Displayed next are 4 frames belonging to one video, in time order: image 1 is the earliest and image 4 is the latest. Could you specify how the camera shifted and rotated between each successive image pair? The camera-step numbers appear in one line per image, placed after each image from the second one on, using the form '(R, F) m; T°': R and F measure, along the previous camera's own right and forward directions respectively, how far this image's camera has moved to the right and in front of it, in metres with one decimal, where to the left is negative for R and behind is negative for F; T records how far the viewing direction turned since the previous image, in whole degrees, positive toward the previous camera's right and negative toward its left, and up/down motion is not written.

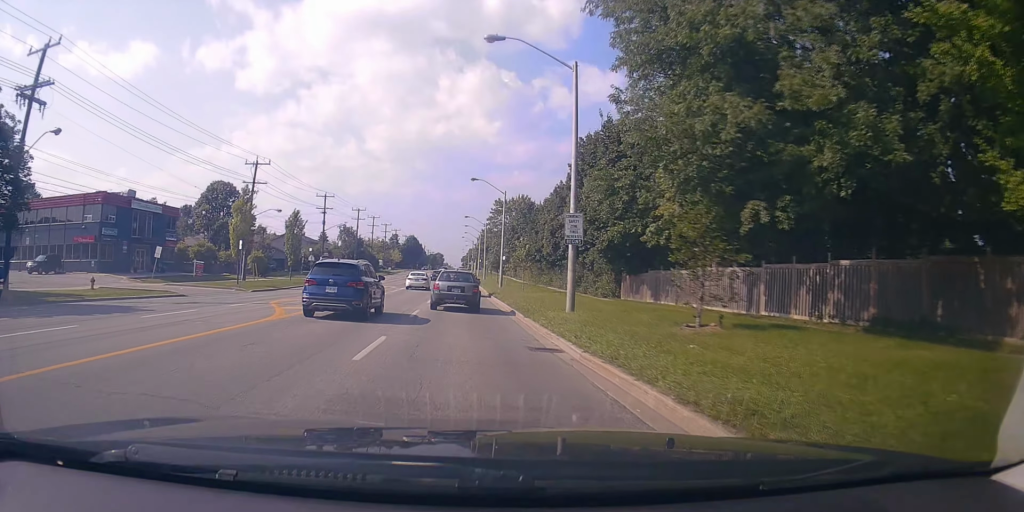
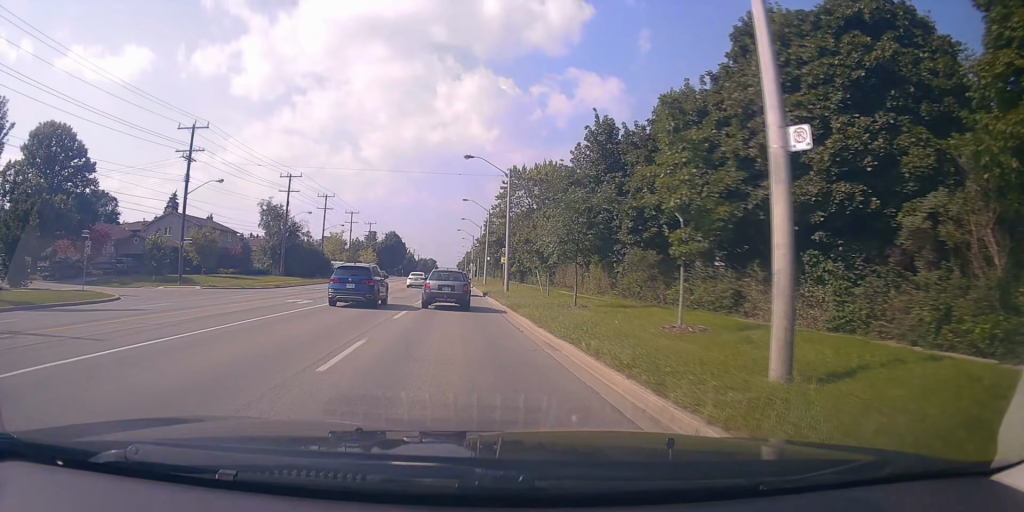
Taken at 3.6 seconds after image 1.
(+1.7, +45.8) m; +2°
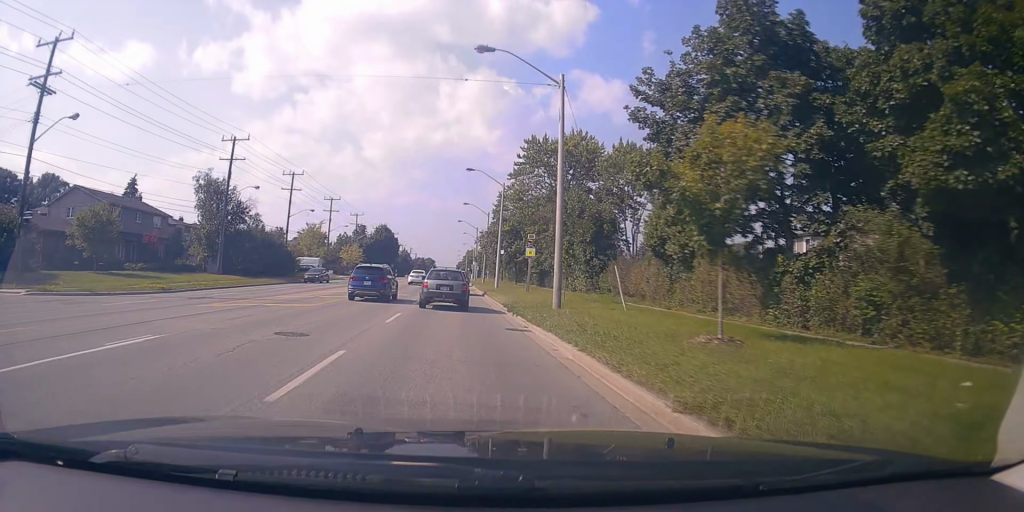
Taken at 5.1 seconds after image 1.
(-0.1, +20.1) m; -2°
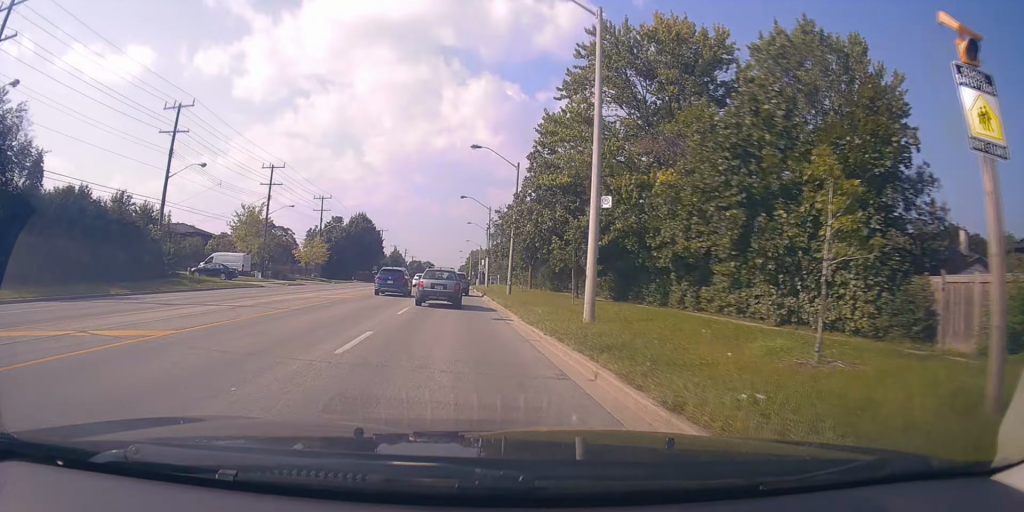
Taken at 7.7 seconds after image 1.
(0.0, +33.3) m; +1°
